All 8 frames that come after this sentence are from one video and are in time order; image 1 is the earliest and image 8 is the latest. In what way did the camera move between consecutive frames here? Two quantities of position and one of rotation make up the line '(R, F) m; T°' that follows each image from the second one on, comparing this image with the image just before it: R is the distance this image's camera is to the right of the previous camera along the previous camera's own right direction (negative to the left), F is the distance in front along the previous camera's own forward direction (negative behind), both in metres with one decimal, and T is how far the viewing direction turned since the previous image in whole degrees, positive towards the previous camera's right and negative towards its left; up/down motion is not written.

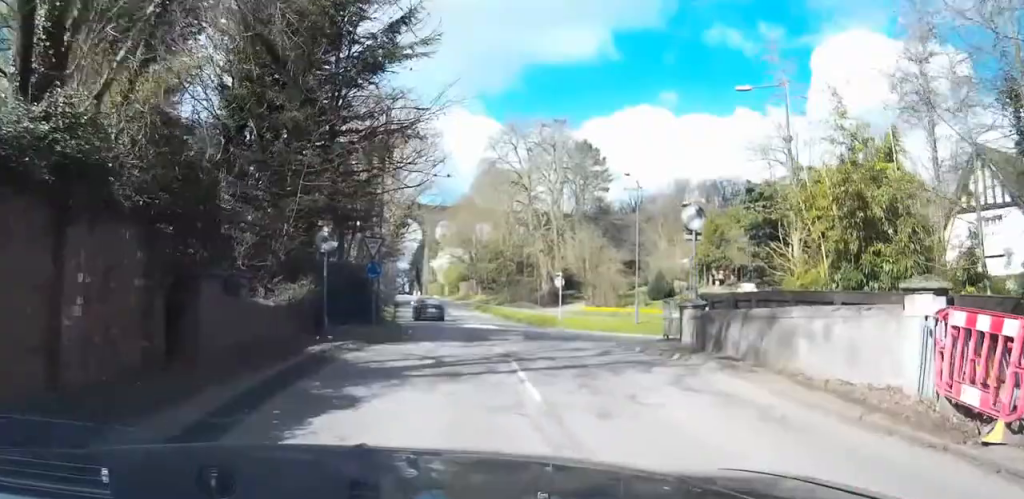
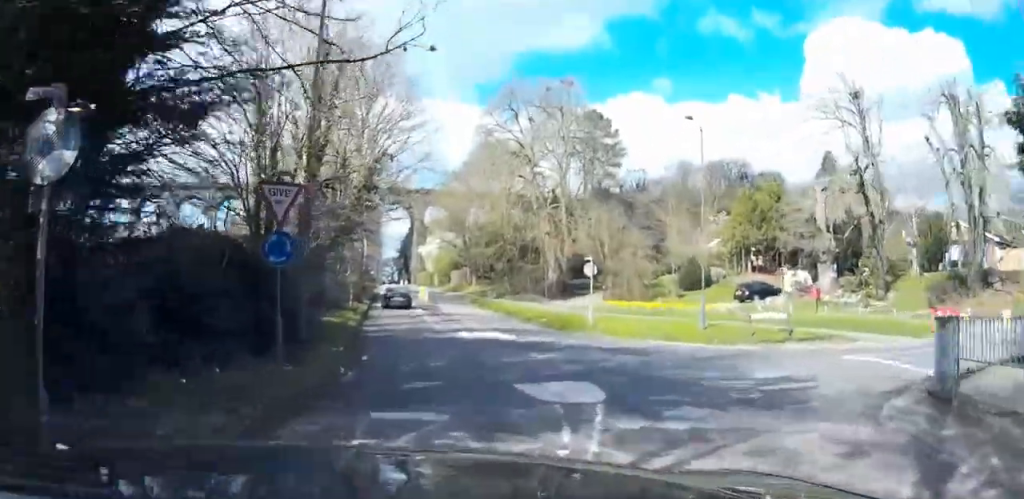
(0.0, +13.2) m; -1°
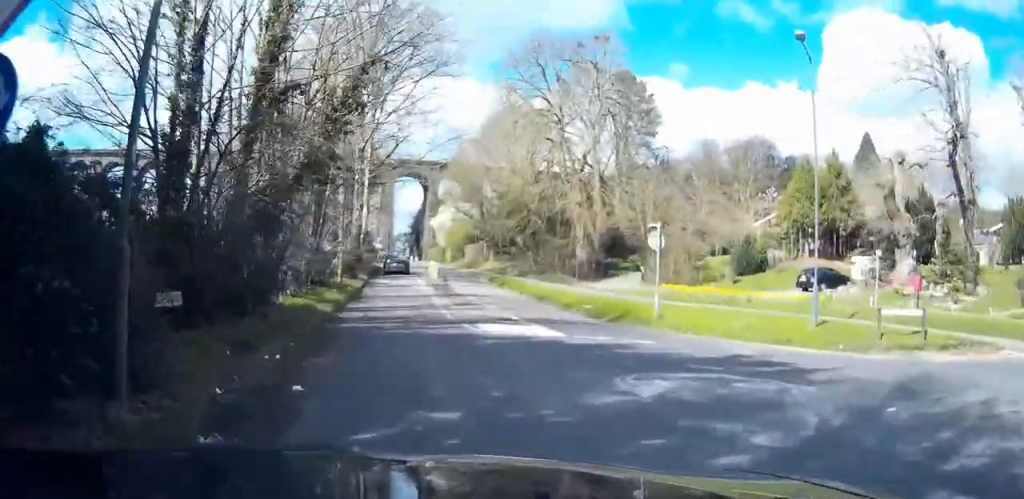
(-0.1, +9.9) m; 0°
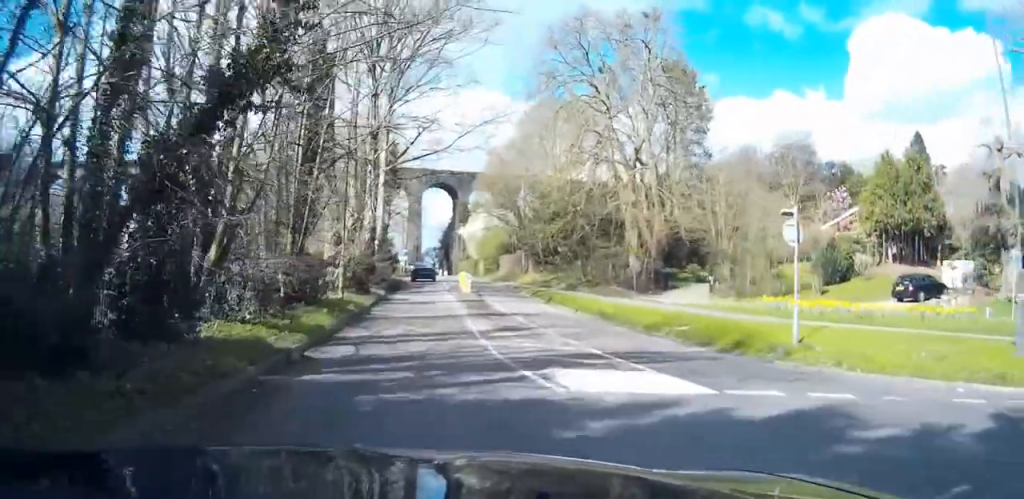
(0.0, +8.0) m; 0°
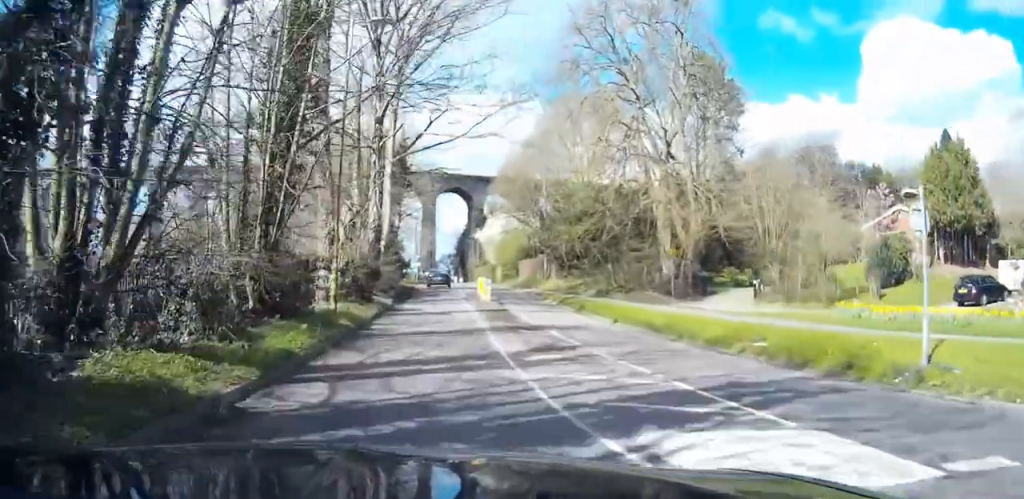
(0.0, +4.2) m; 0°
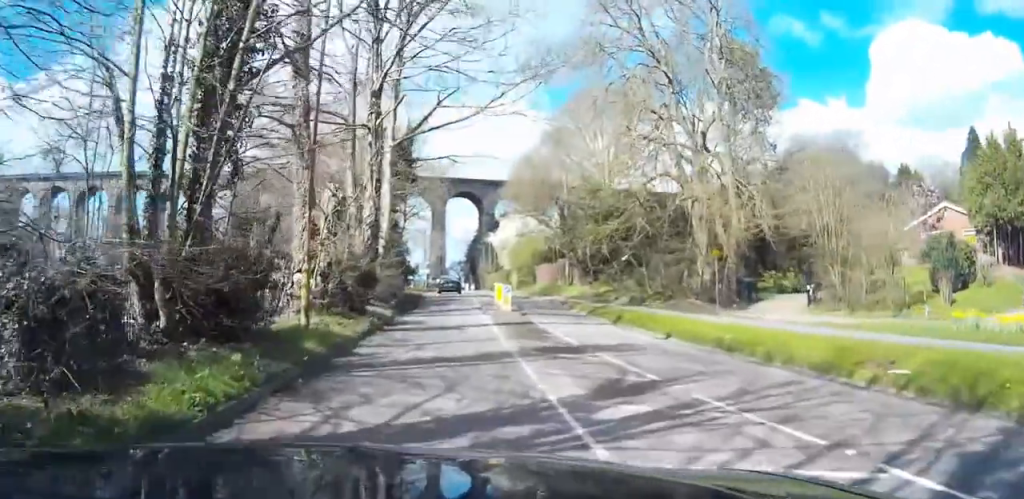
(0.0, +4.4) m; -1°
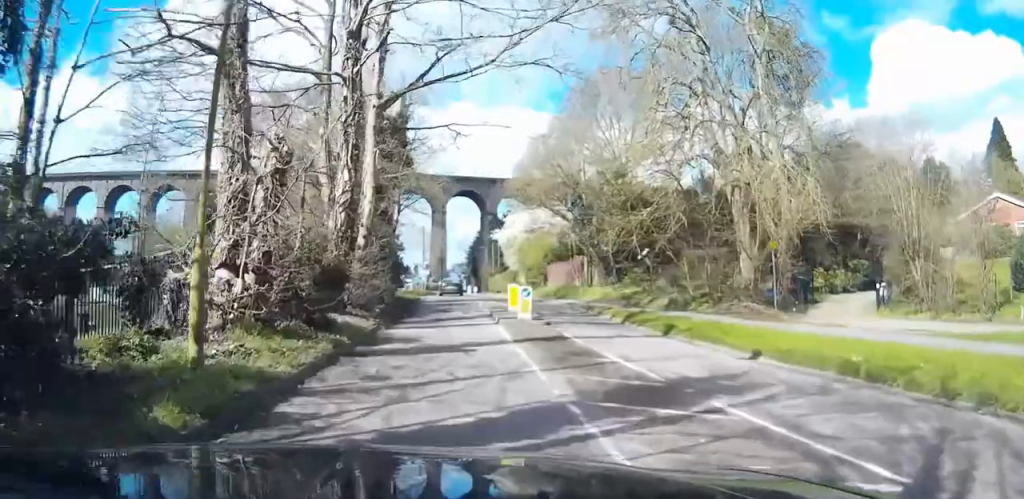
(0.0, +6.4) m; -1°
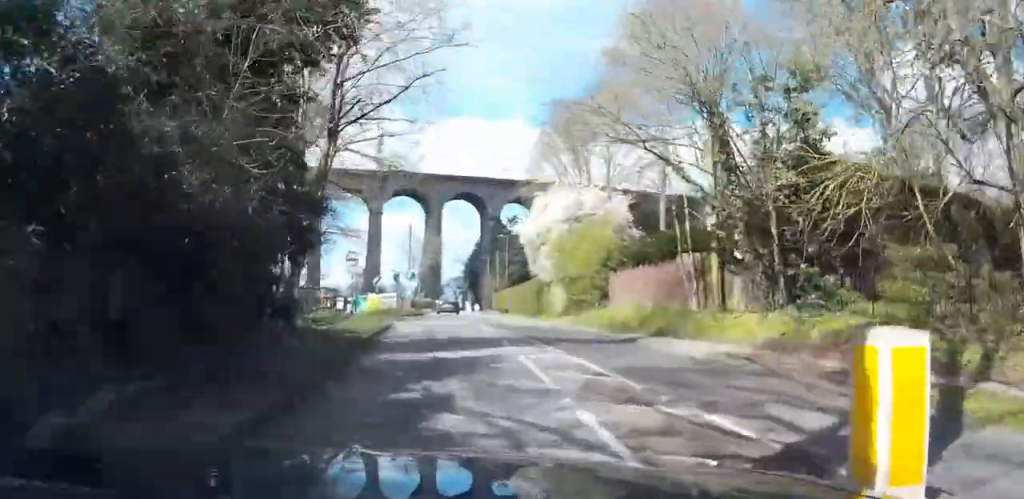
(-0.1, +22.1) m; 0°
